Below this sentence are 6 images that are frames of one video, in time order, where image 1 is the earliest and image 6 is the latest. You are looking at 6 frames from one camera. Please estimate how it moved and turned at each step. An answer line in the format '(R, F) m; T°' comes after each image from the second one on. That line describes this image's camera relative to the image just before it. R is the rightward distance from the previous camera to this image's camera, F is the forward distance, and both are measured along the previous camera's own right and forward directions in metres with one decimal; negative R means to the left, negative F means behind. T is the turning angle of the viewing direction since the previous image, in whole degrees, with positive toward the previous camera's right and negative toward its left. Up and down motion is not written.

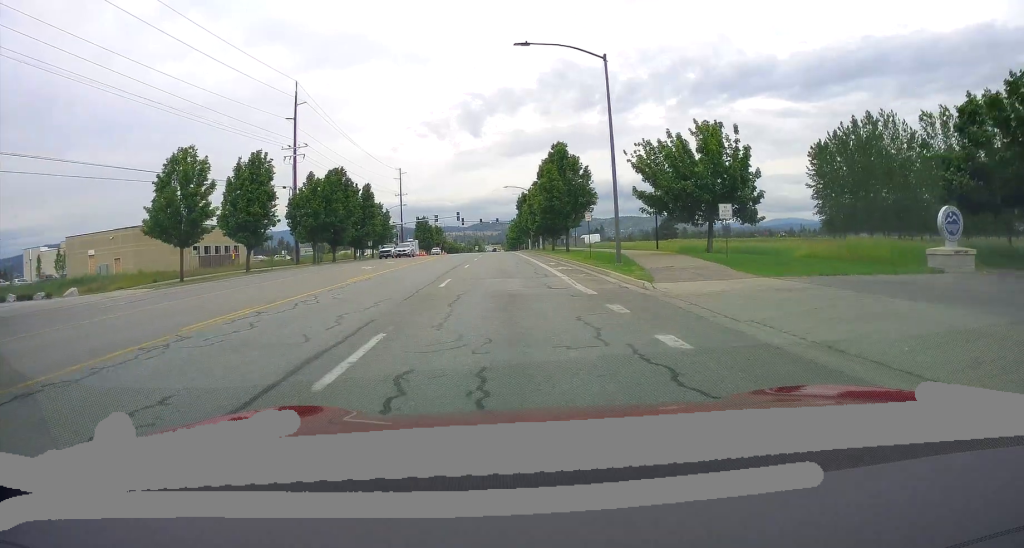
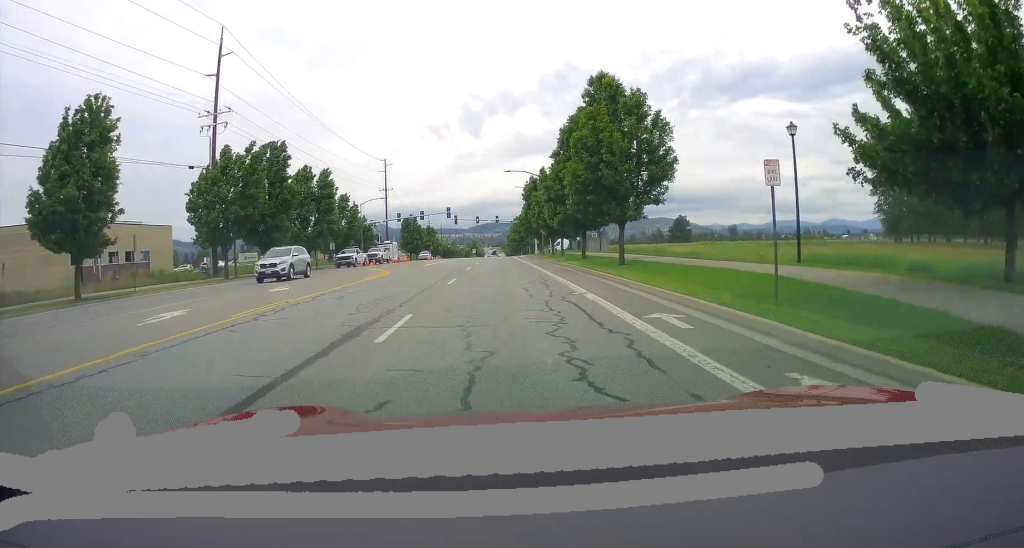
(0.0, +22.0) m; 0°
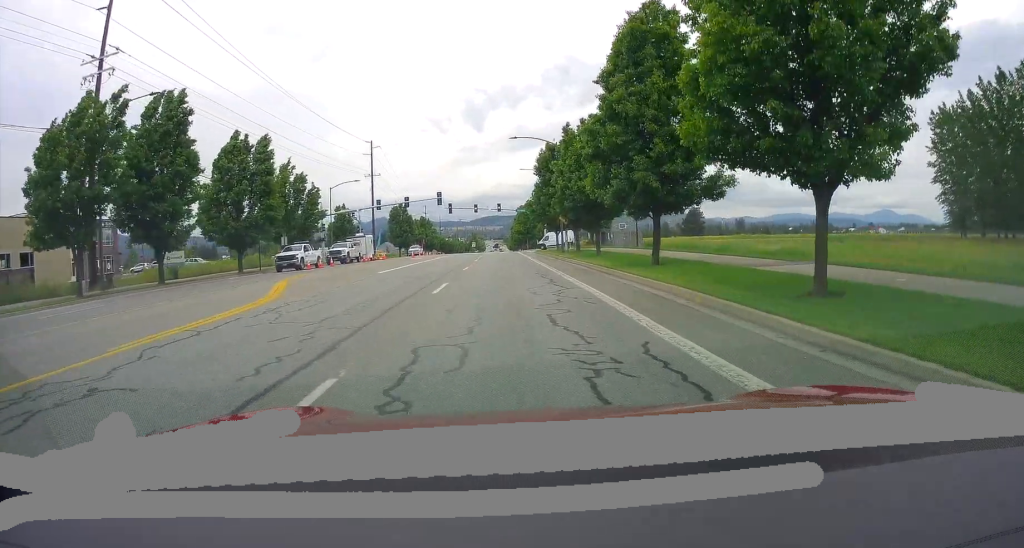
(0.0, +18.1) m; -2°
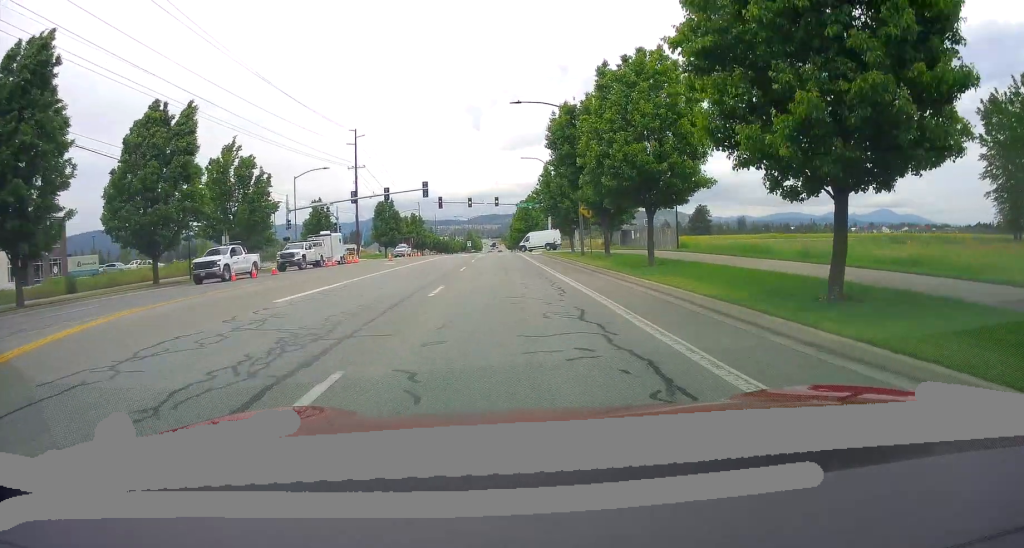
(-0.4, +12.7) m; -1°
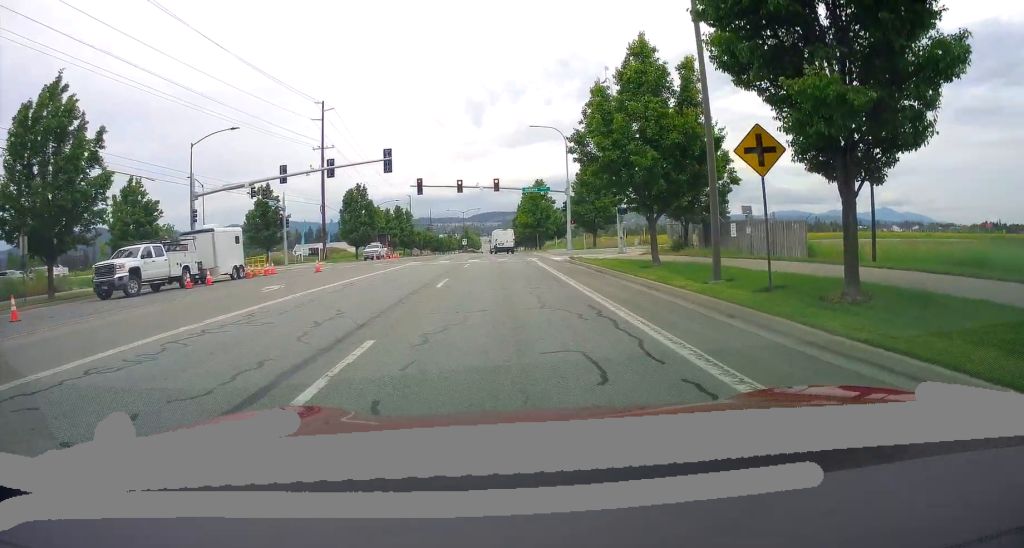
(+0.7, +23.7) m; +5°
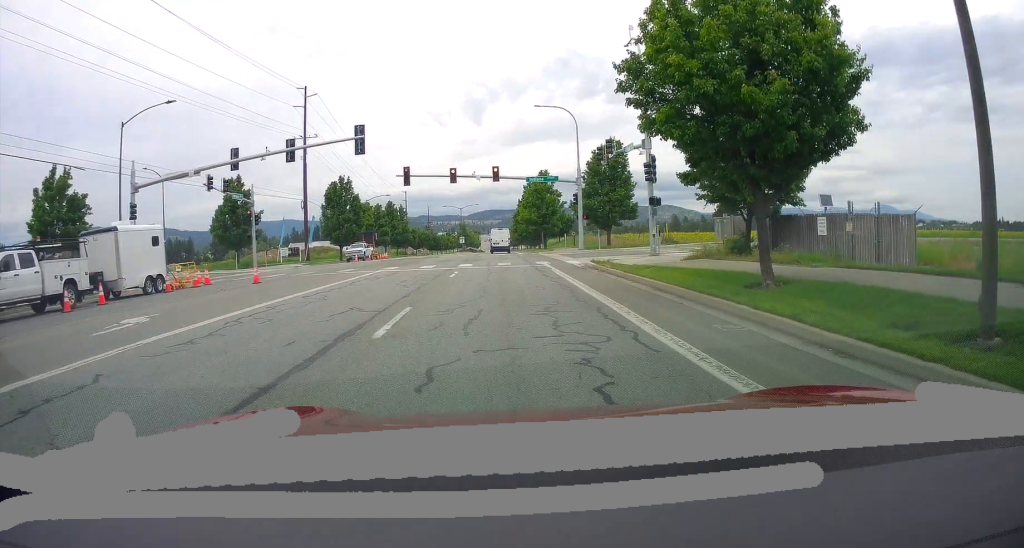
(+0.3, +8.8) m; +2°
